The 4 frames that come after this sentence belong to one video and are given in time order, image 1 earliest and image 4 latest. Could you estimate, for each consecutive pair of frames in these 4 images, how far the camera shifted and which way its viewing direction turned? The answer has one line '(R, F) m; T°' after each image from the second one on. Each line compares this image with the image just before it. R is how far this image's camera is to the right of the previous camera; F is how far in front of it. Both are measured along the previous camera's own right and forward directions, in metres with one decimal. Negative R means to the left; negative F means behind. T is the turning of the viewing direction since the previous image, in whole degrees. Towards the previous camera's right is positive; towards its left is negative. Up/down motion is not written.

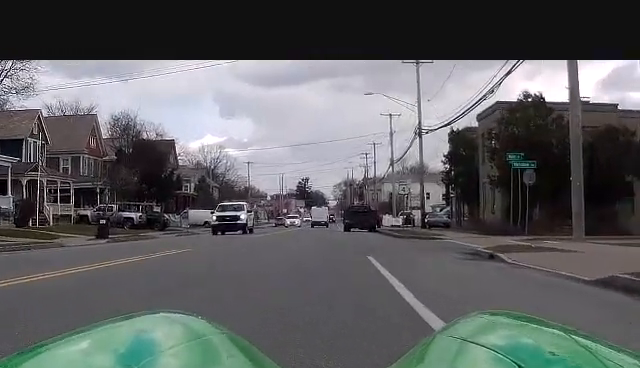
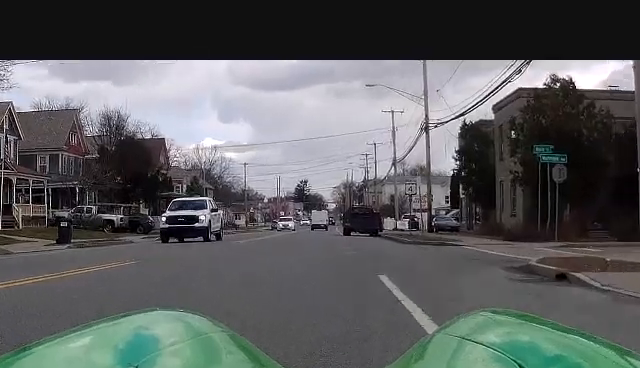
(+0.1, +5.4) m; +1°
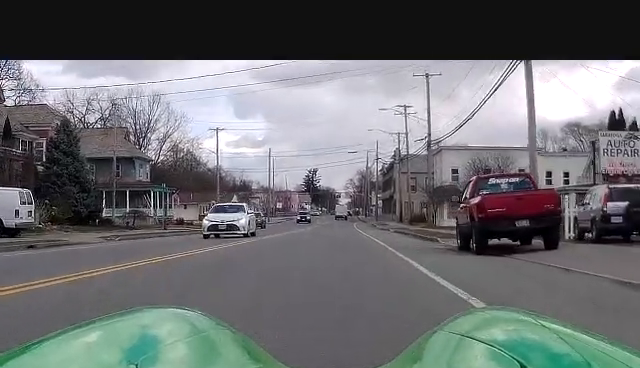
(-1.6, +59.7) m; -3°
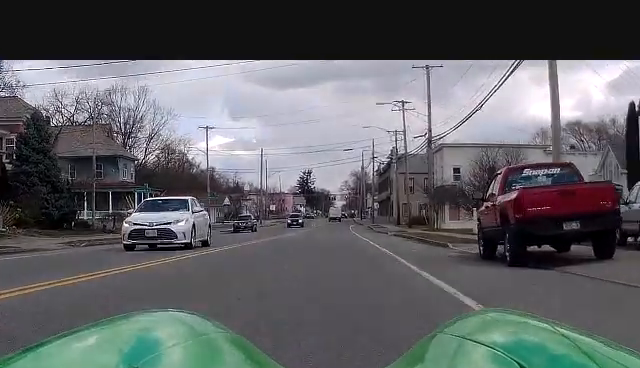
(-0.1, +5.1) m; +1°
